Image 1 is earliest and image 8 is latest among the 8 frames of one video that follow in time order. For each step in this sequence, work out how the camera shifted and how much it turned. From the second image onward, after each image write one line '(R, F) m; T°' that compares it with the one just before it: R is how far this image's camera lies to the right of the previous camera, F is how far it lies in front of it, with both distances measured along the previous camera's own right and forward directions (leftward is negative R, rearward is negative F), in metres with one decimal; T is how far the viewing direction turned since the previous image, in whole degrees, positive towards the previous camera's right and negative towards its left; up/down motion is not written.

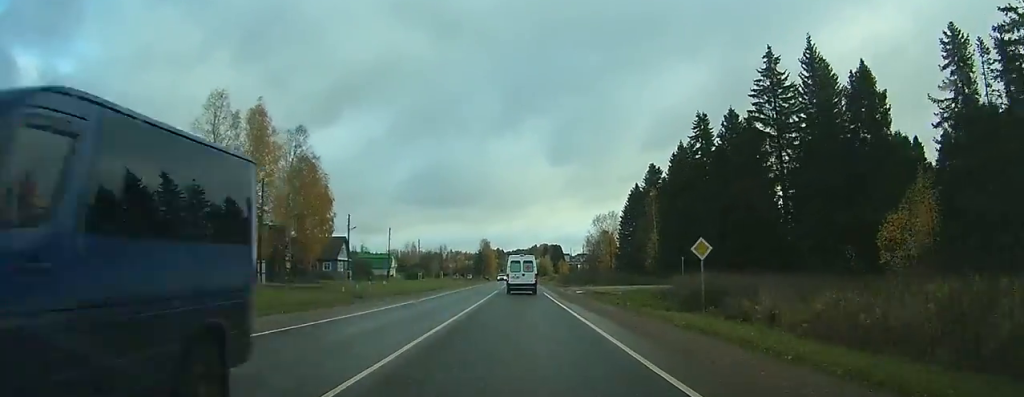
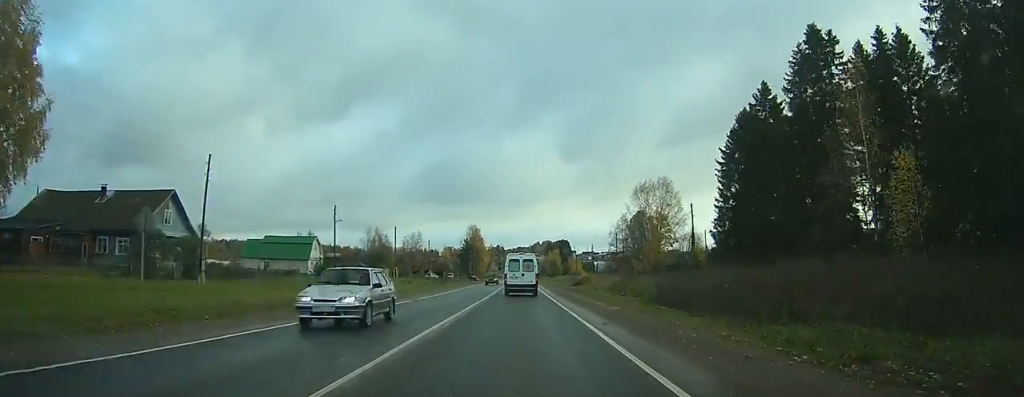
(+0.3, +61.3) m; 0°
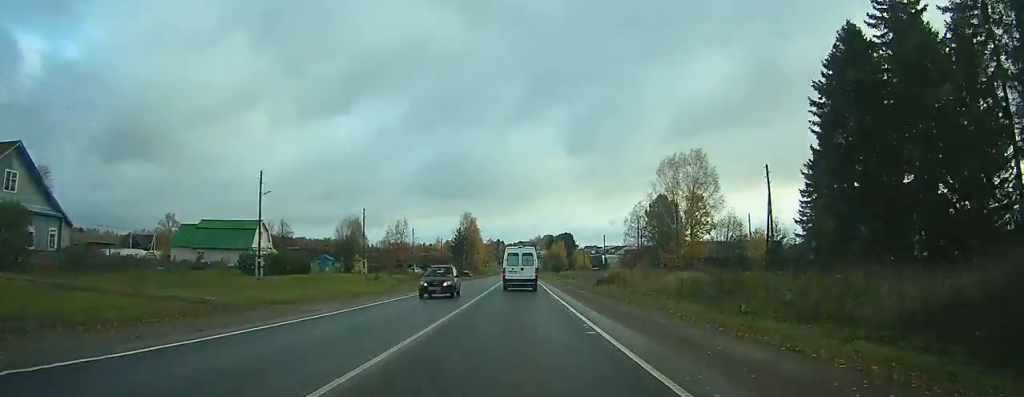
(0.0, +21.3) m; 0°
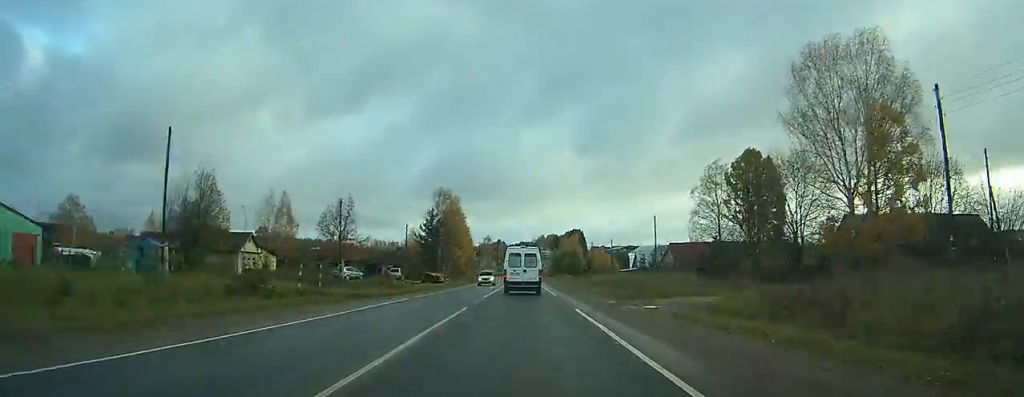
(-0.4, +48.9) m; 0°
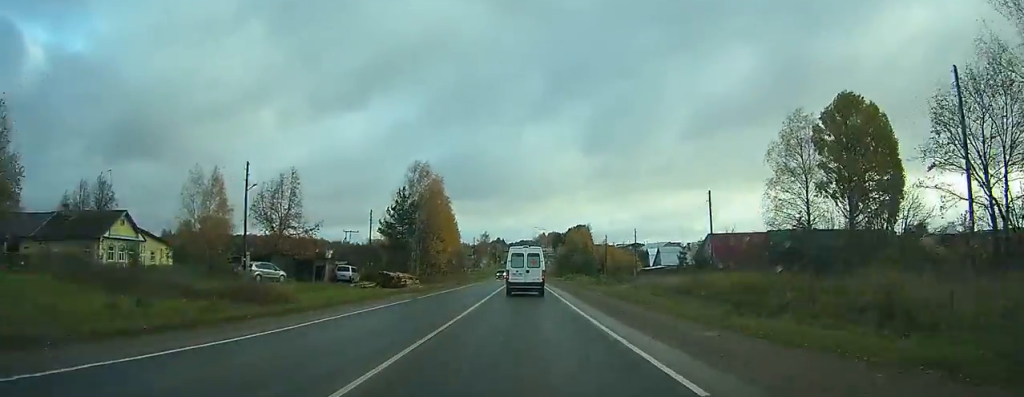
(0.0, +25.3) m; 0°
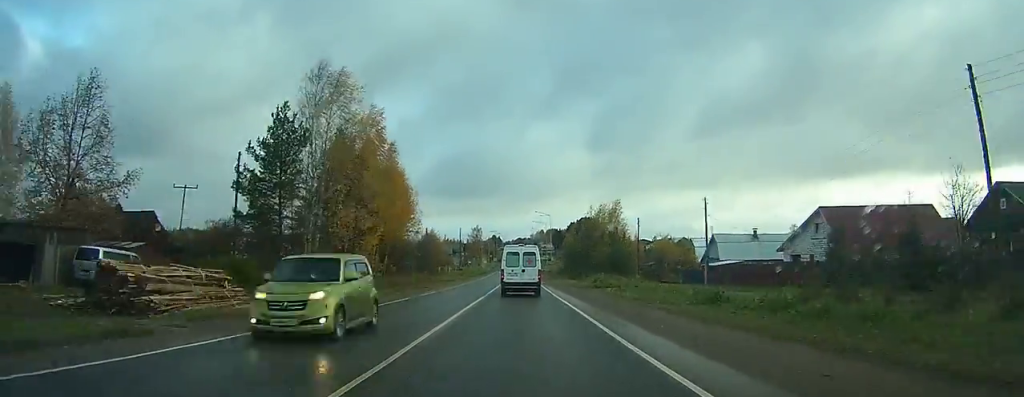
(+0.1, +38.6) m; 0°
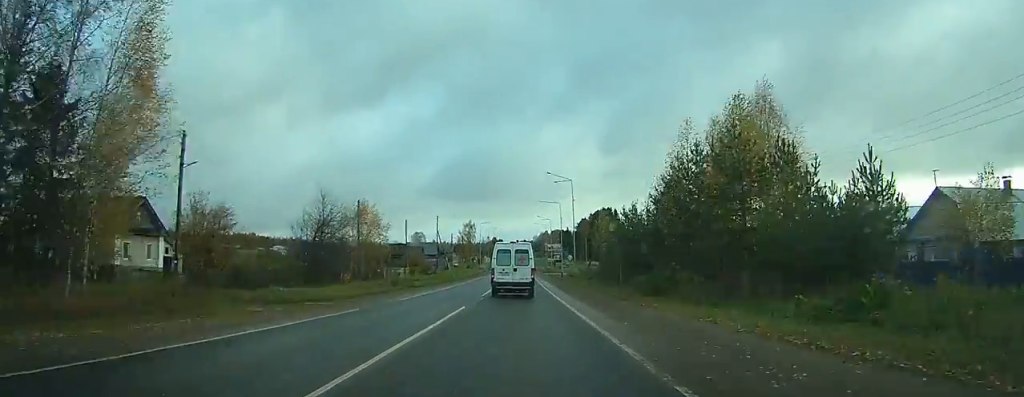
(-0.1, +50.1) m; 0°
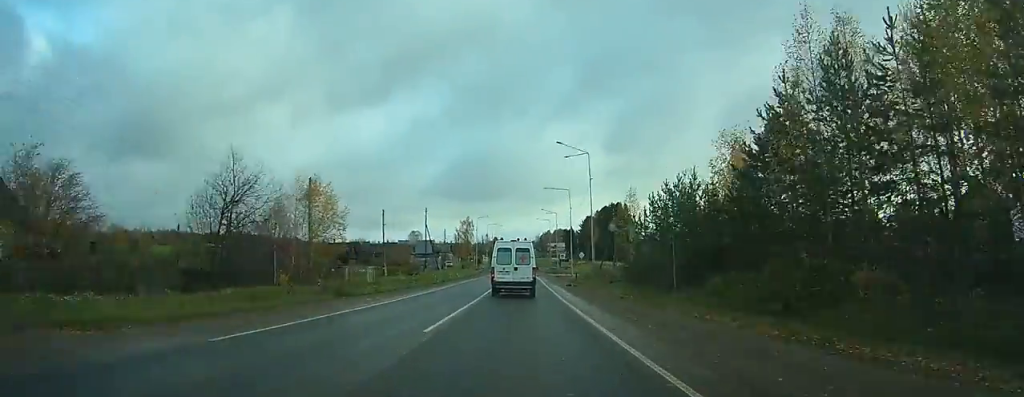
(0.0, +16.4) m; 0°
